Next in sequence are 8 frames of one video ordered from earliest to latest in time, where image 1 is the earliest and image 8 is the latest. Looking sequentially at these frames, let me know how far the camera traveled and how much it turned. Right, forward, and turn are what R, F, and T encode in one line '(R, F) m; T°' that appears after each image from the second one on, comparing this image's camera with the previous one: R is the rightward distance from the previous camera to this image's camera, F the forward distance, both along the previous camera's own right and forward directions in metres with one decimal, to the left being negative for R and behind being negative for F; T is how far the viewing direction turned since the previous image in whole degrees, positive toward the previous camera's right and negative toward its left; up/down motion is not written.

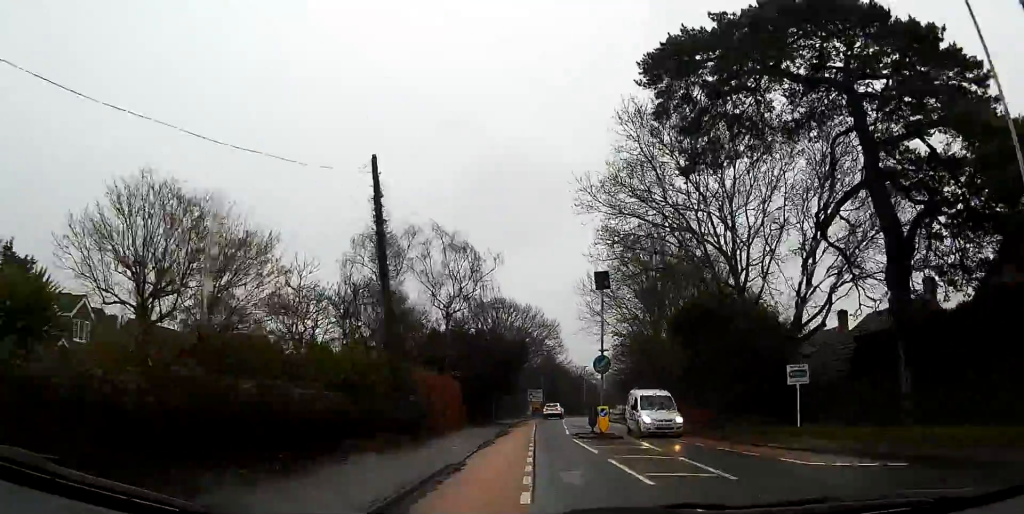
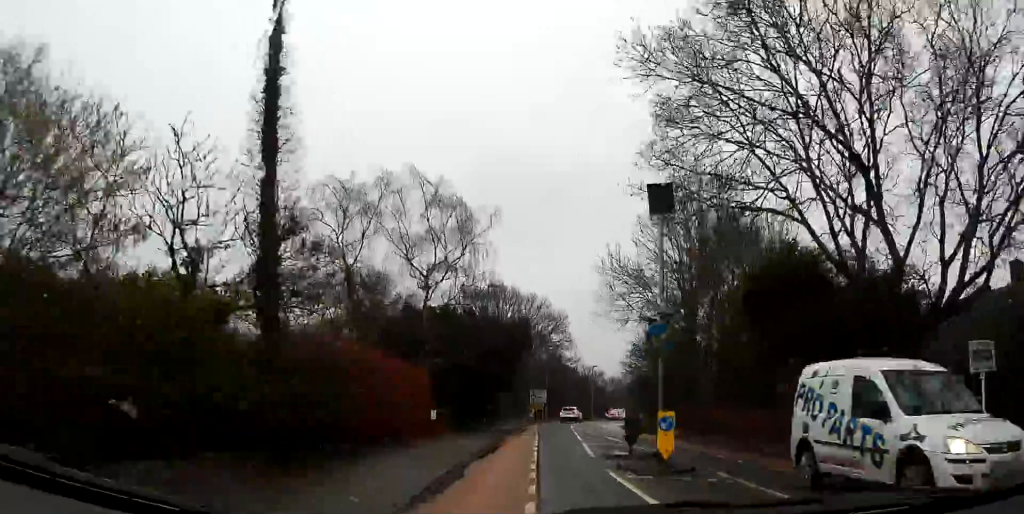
(+1.0, +10.0) m; +8°
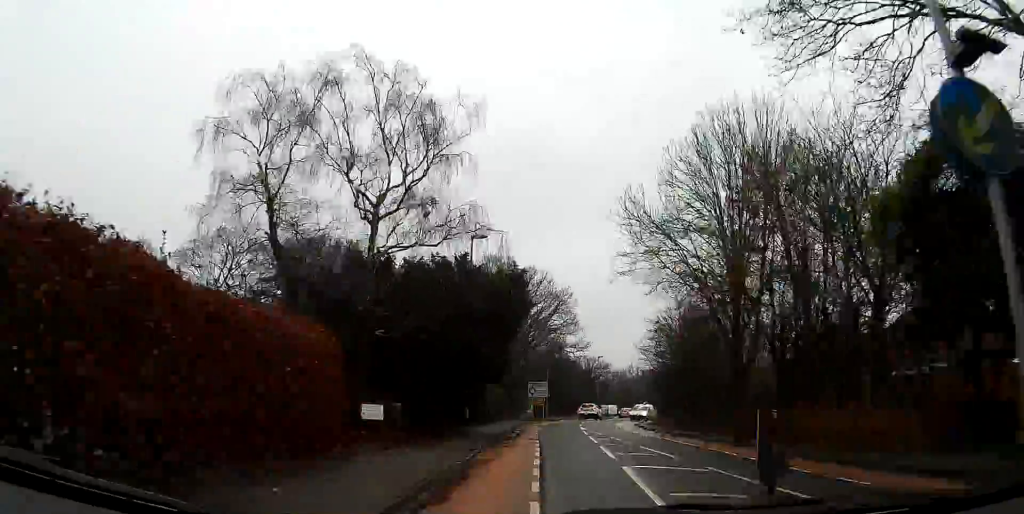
(+0.6, +10.9) m; -2°
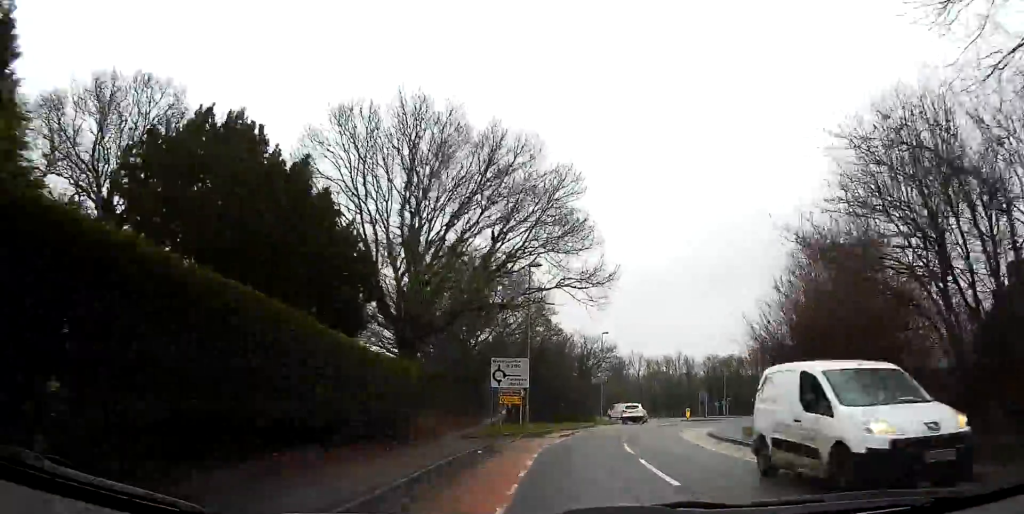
(-3.3, +32.2) m; -5°
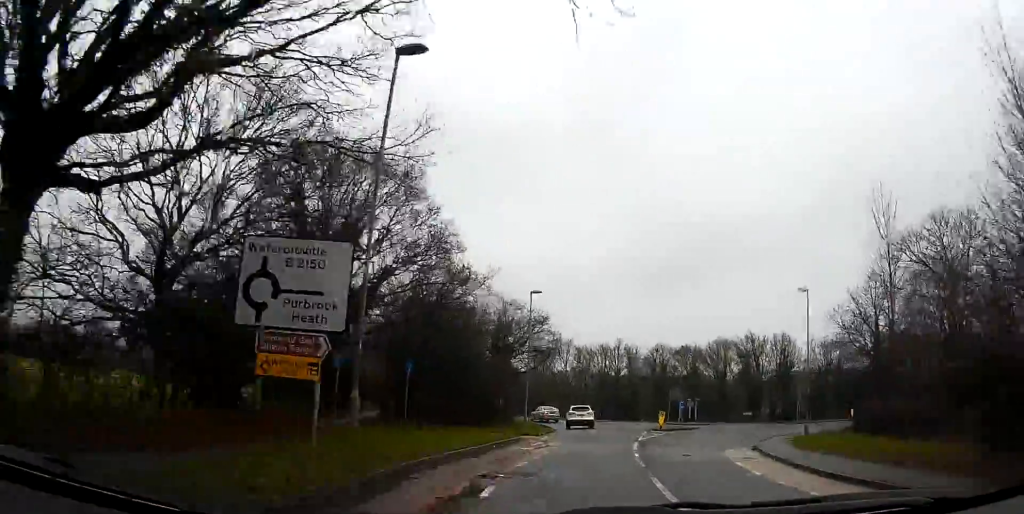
(+2.3, +23.0) m; +17°
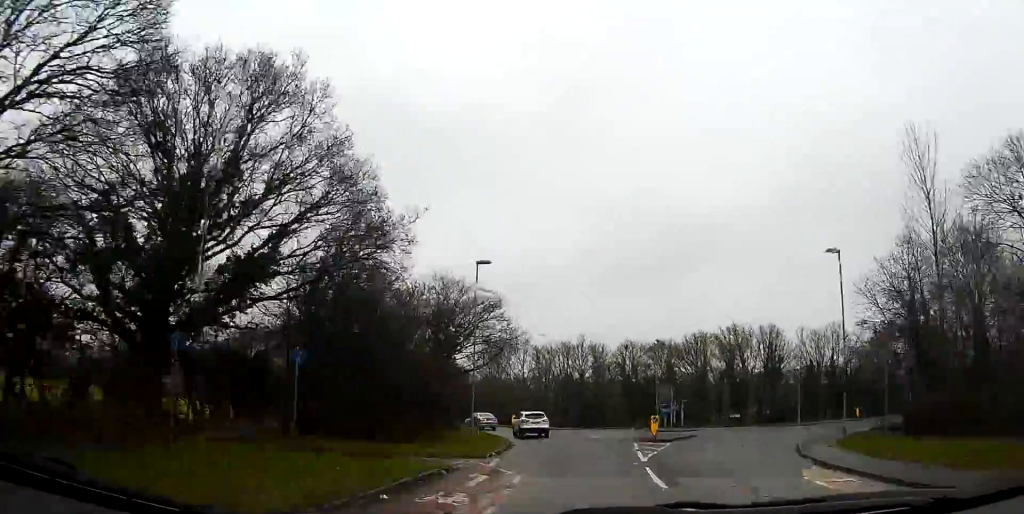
(+1.2, +12.0) m; -1°
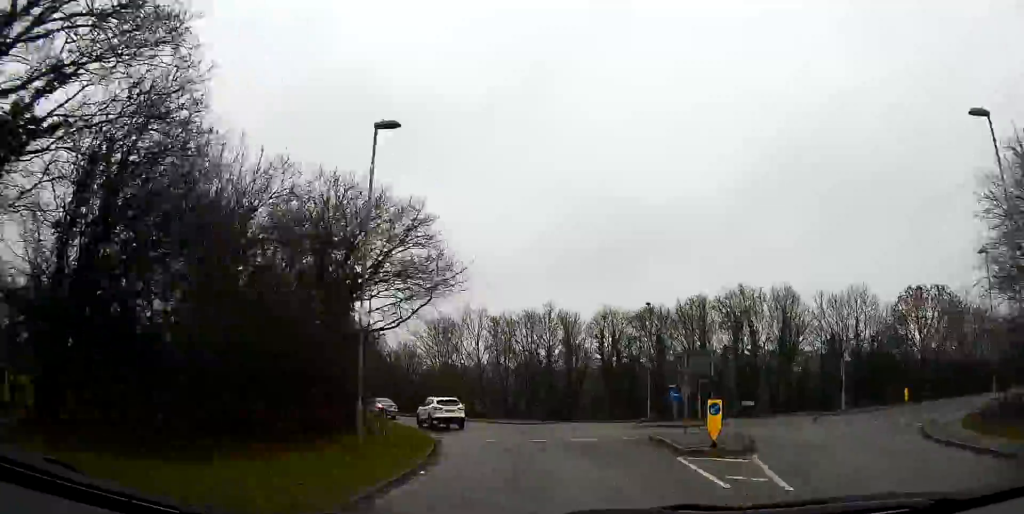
(-0.7, +13.7) m; -4°
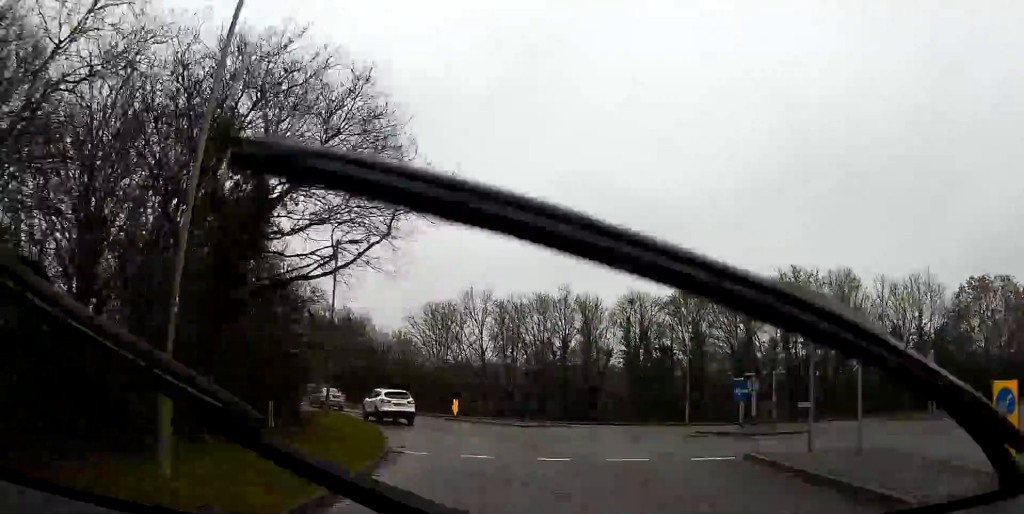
(-1.3, +7.4) m; 0°
